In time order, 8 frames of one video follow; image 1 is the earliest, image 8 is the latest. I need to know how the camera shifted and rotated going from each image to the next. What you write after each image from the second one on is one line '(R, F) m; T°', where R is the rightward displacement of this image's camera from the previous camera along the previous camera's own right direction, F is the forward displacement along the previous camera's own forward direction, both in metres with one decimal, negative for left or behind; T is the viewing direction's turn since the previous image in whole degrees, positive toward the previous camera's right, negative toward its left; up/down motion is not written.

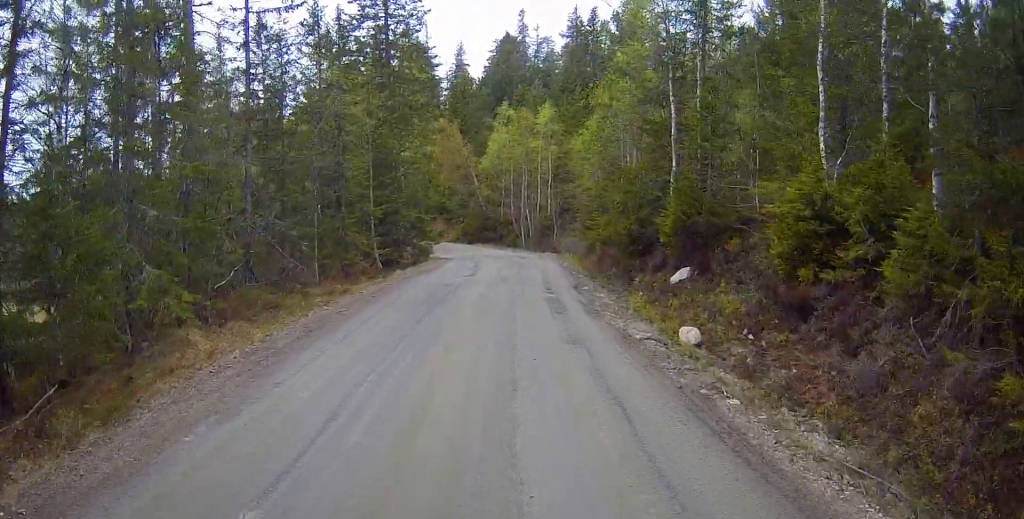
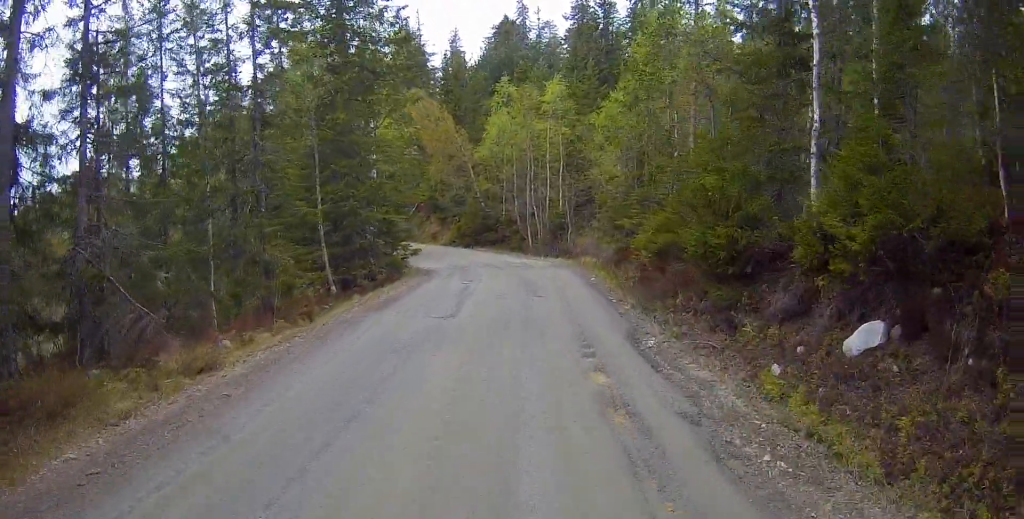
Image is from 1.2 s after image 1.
(+0.6, +8.7) m; +4°
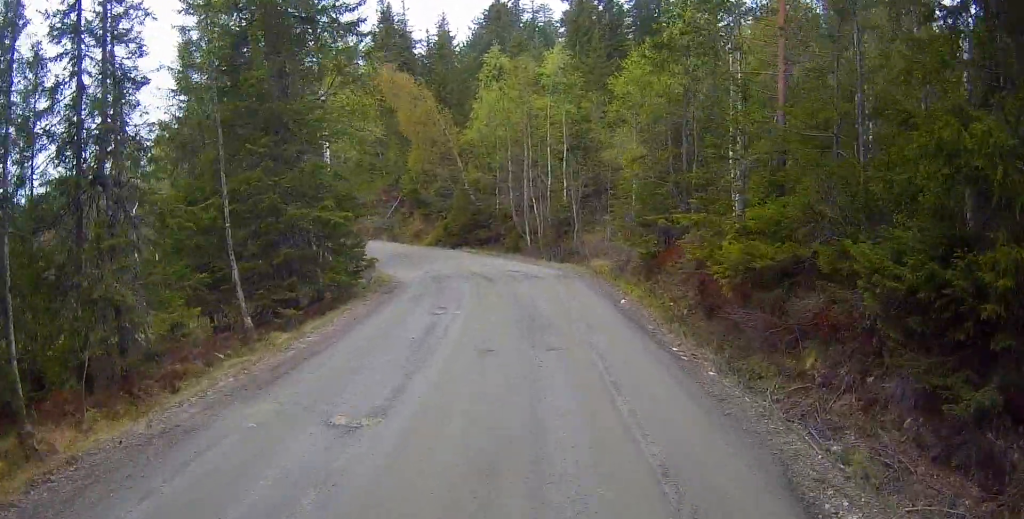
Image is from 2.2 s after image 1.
(0.0, +6.9) m; 0°
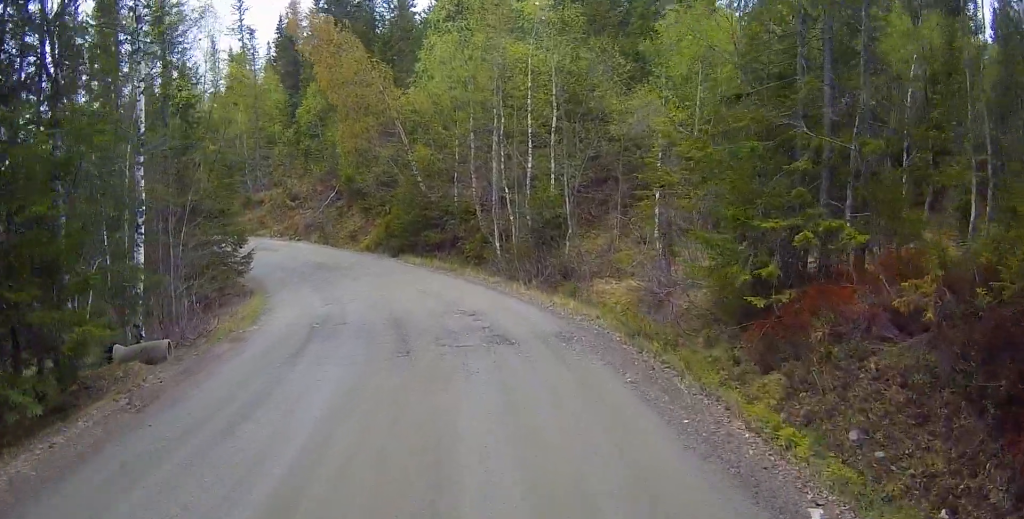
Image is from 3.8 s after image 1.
(0.0, +11.5) m; 0°
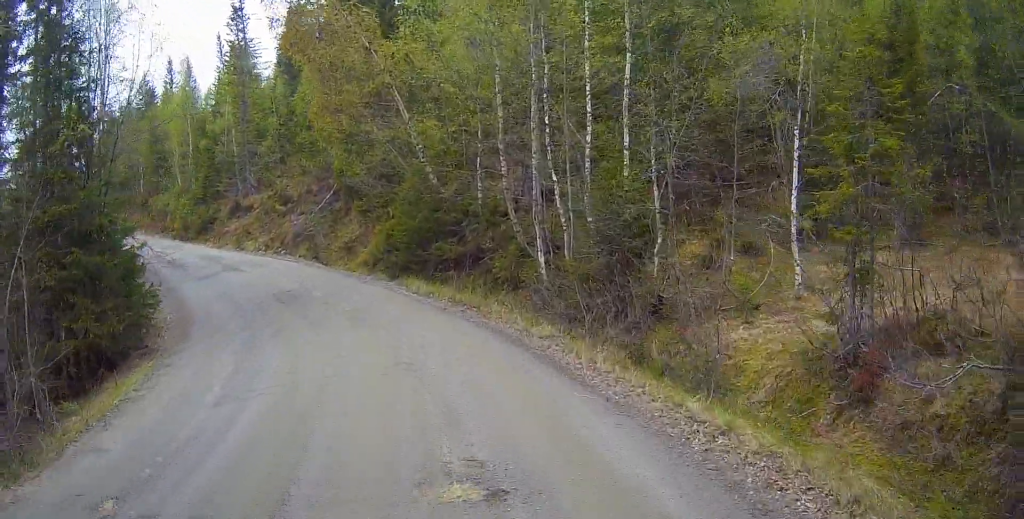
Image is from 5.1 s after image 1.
(0.0, +8.9) m; -1°
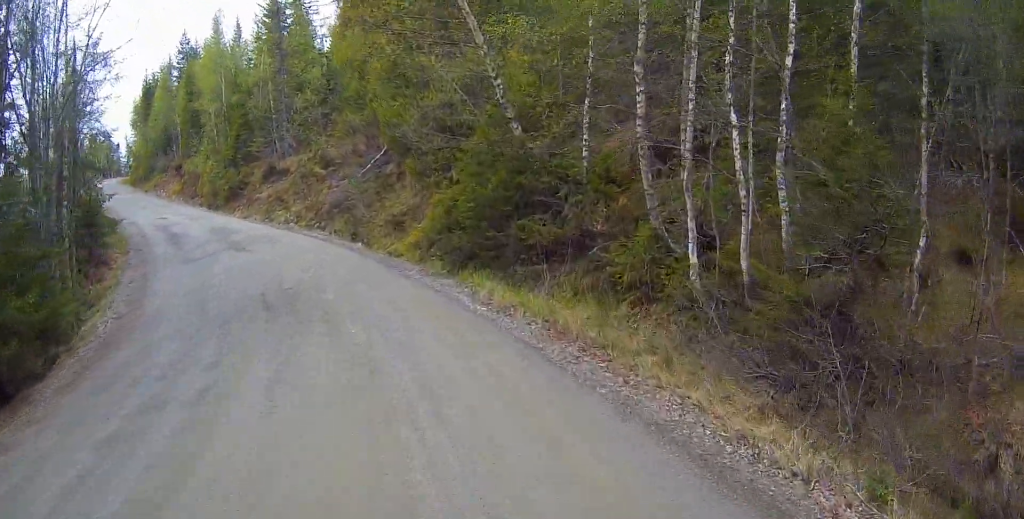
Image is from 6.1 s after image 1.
(-0.2, +6.9) m; -10°
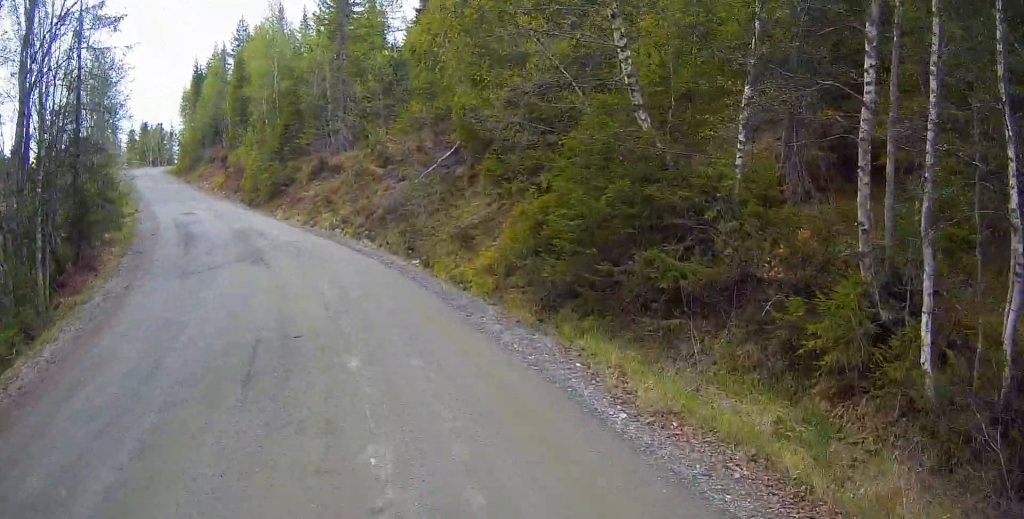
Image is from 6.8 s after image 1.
(-0.6, +4.3) m; -7°
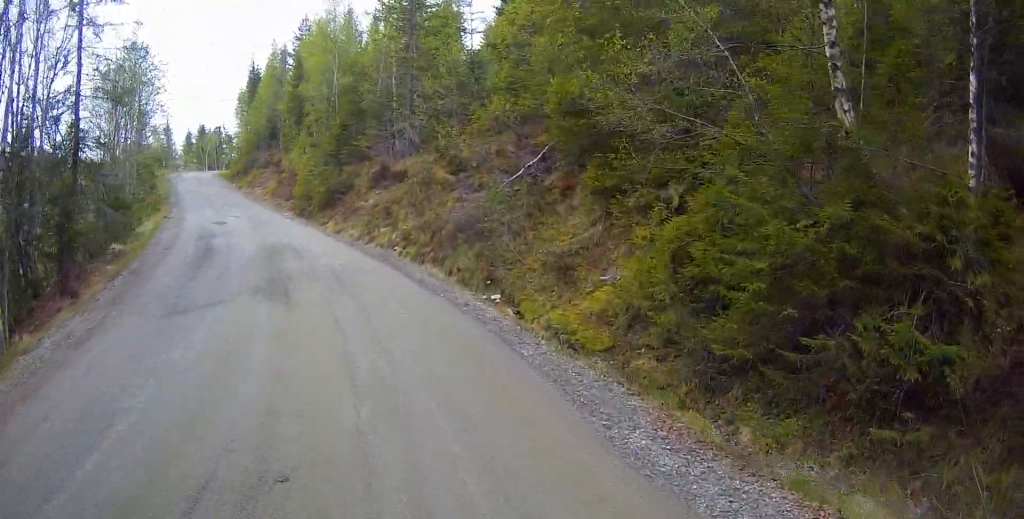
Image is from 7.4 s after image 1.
(-0.2, +4.1) m; -5°
